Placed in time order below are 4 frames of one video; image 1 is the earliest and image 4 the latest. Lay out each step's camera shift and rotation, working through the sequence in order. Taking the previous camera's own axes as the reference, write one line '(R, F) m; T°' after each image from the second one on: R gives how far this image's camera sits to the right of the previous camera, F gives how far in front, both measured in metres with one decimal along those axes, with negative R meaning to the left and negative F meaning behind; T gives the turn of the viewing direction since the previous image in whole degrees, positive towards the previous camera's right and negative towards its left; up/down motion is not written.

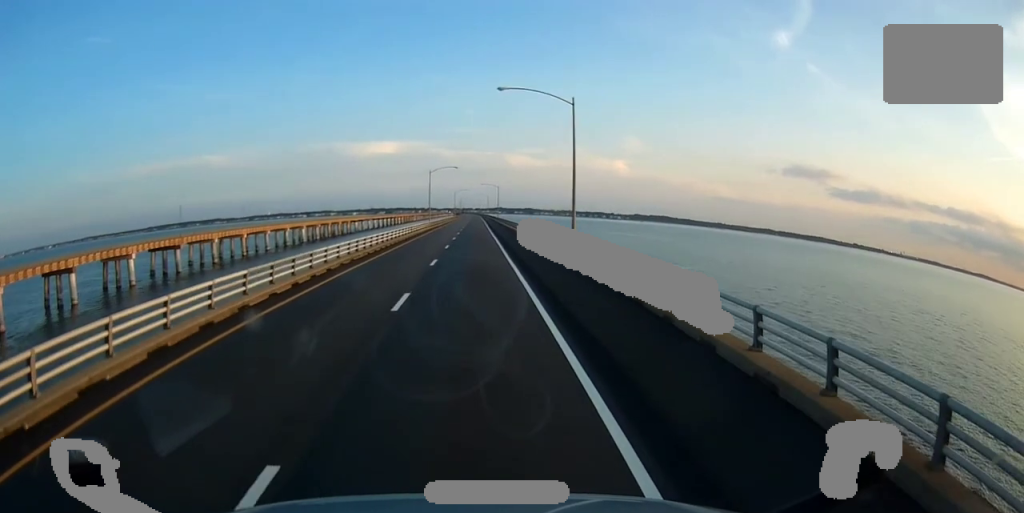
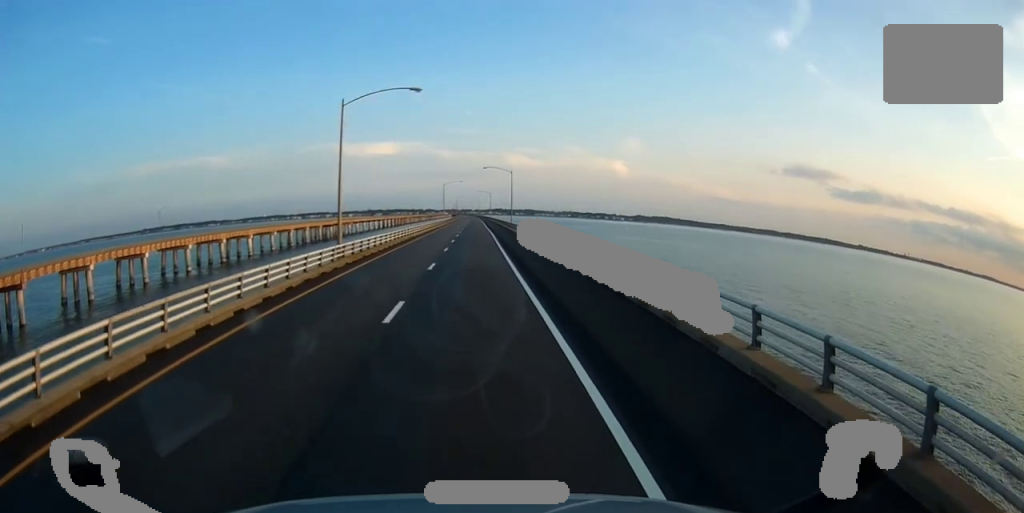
(+0.8, +62.3) m; 0°
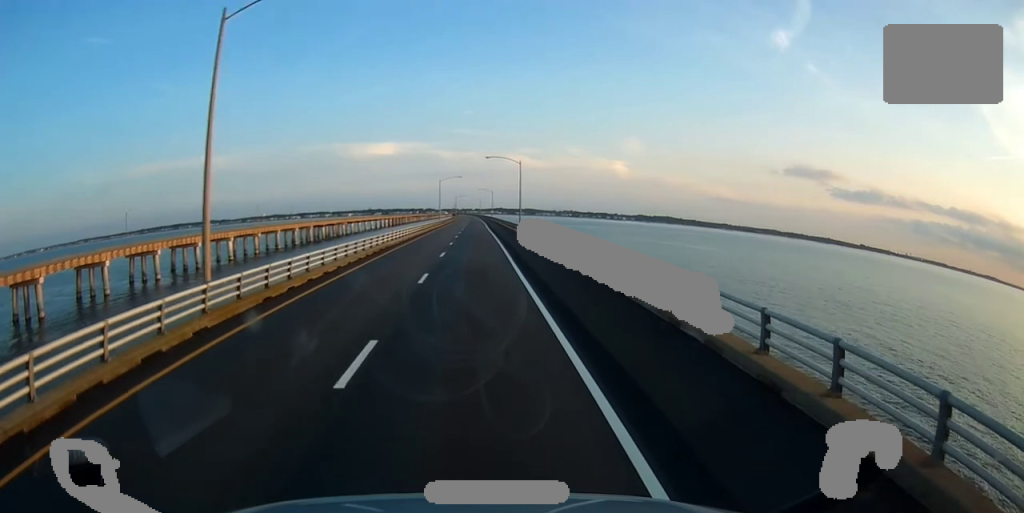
(+0.1, +17.1) m; -1°
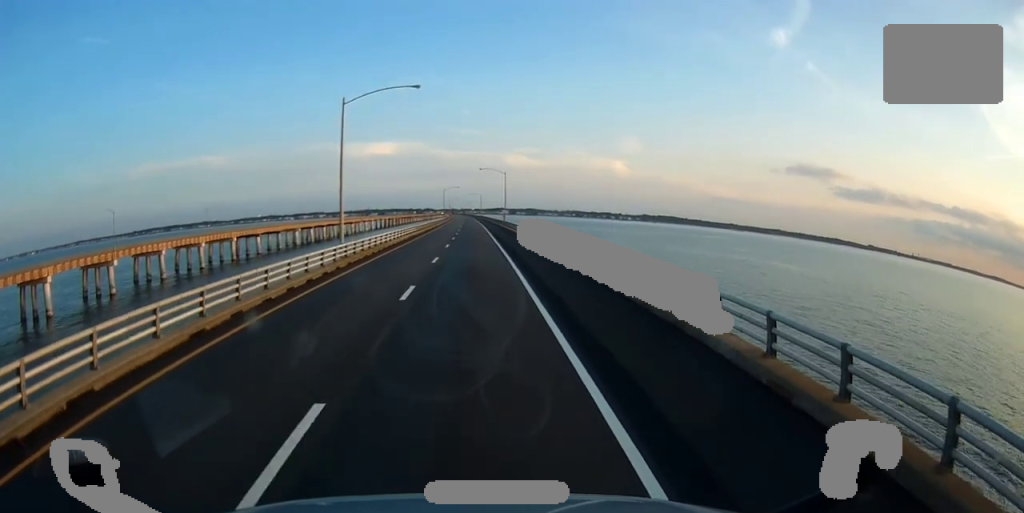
(+1.0, +89.4) m; +1°
